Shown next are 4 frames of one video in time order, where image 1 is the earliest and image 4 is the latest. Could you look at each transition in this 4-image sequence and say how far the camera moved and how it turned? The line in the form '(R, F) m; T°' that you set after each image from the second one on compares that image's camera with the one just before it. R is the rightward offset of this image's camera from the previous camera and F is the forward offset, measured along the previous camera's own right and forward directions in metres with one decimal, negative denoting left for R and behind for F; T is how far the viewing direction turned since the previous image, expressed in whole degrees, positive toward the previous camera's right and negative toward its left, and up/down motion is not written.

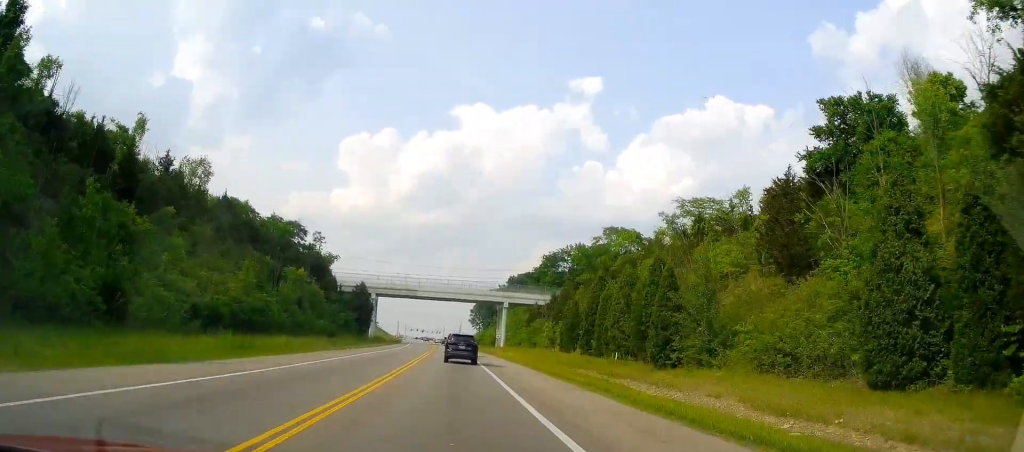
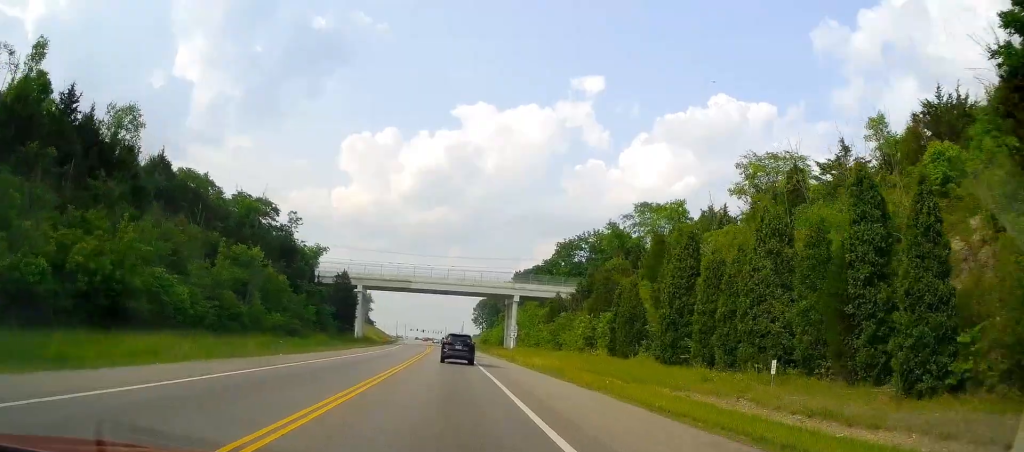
(+0.3, +20.0) m; 0°
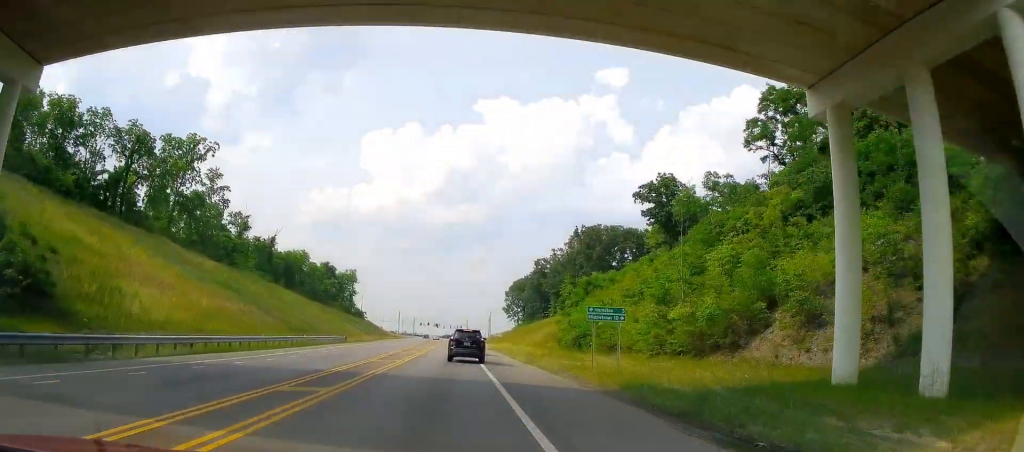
(-3.9, +102.2) m; -4°
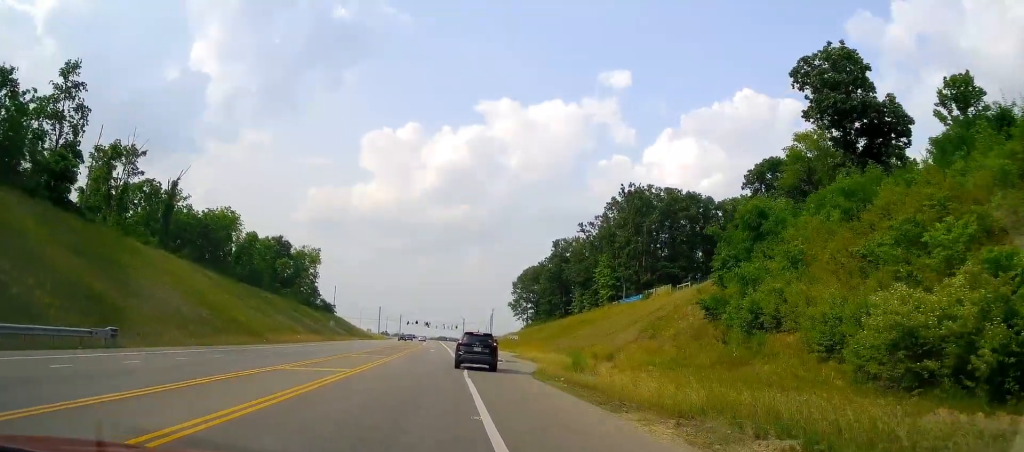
(-0.3, +51.9) m; +2°
